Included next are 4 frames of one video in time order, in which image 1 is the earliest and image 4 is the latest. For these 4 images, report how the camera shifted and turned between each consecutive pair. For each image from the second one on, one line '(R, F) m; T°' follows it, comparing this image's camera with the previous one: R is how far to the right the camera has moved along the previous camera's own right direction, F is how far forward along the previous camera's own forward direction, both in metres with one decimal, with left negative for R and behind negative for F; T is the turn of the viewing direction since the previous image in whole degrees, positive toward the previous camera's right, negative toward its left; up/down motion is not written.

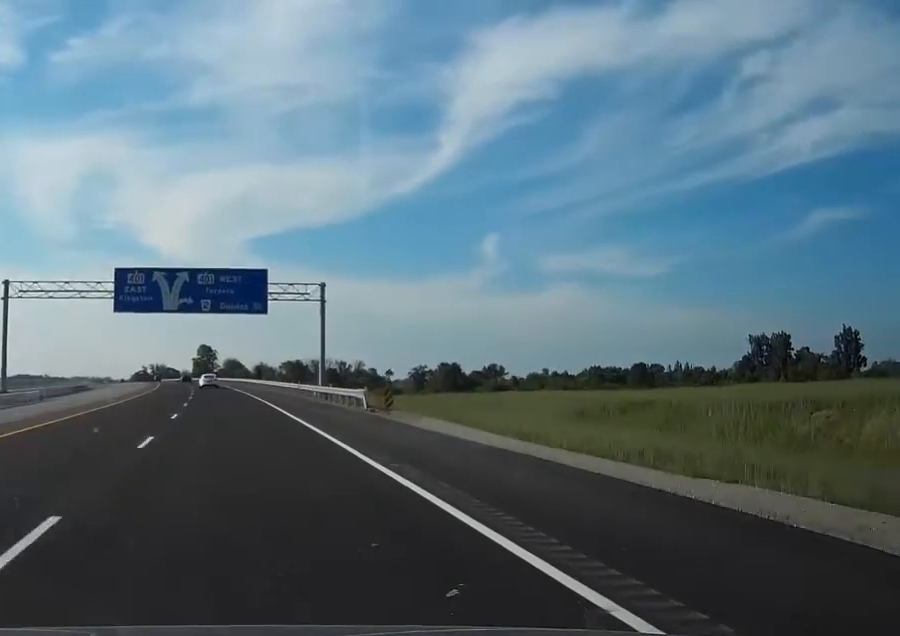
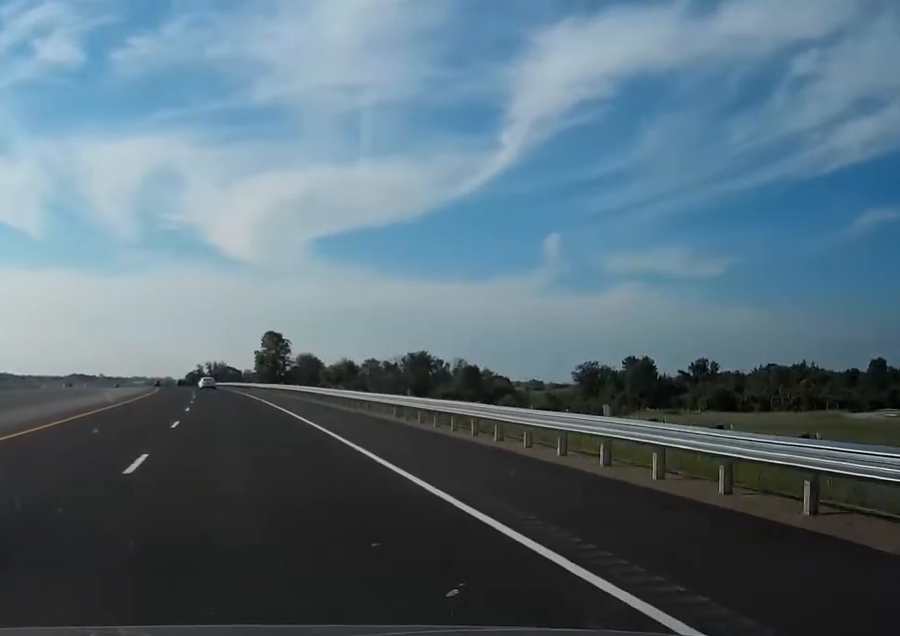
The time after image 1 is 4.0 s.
(-4.2, +124.9) m; -4°
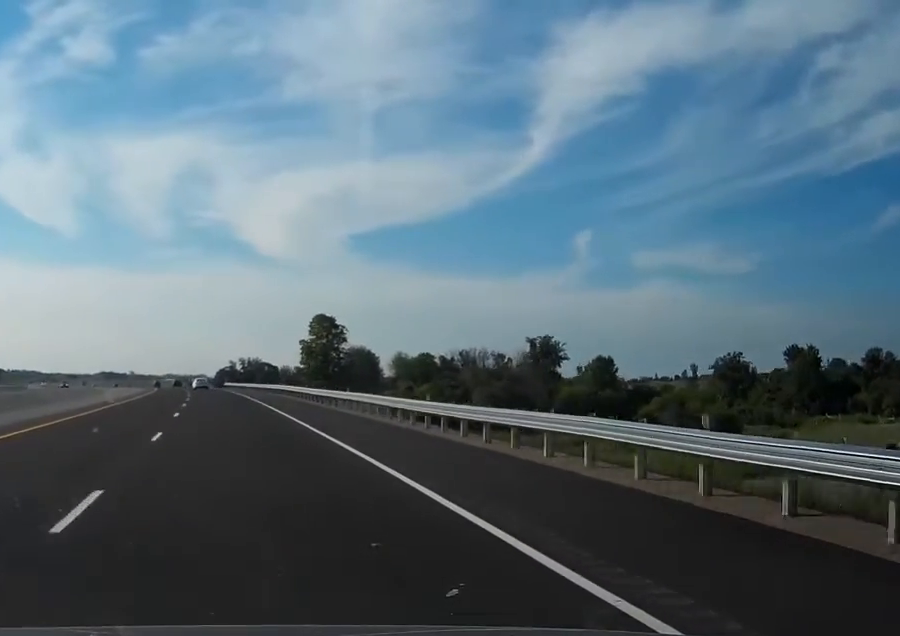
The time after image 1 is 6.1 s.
(-0.9, +65.3) m; -2°
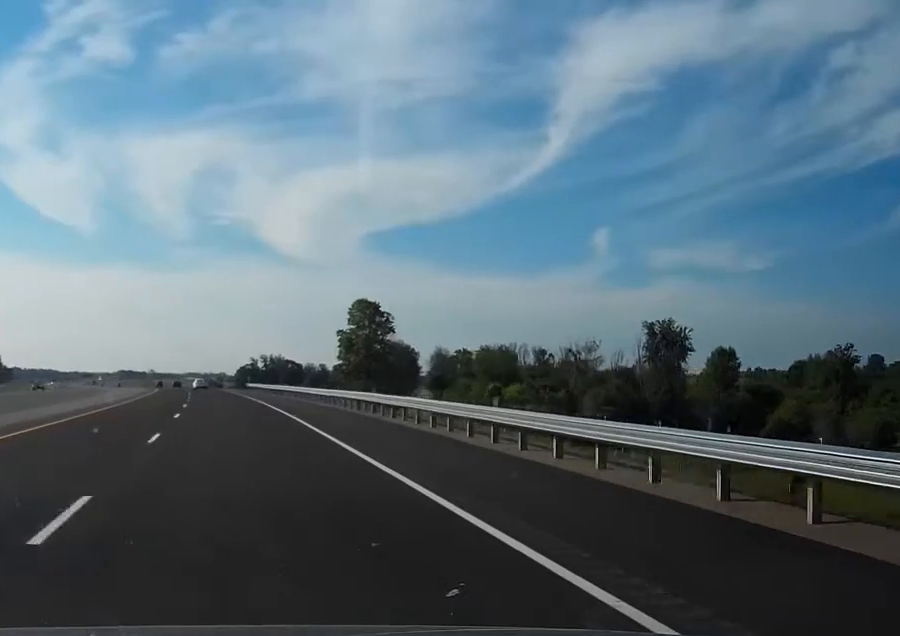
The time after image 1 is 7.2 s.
(-0.7, +36.9) m; -1°
